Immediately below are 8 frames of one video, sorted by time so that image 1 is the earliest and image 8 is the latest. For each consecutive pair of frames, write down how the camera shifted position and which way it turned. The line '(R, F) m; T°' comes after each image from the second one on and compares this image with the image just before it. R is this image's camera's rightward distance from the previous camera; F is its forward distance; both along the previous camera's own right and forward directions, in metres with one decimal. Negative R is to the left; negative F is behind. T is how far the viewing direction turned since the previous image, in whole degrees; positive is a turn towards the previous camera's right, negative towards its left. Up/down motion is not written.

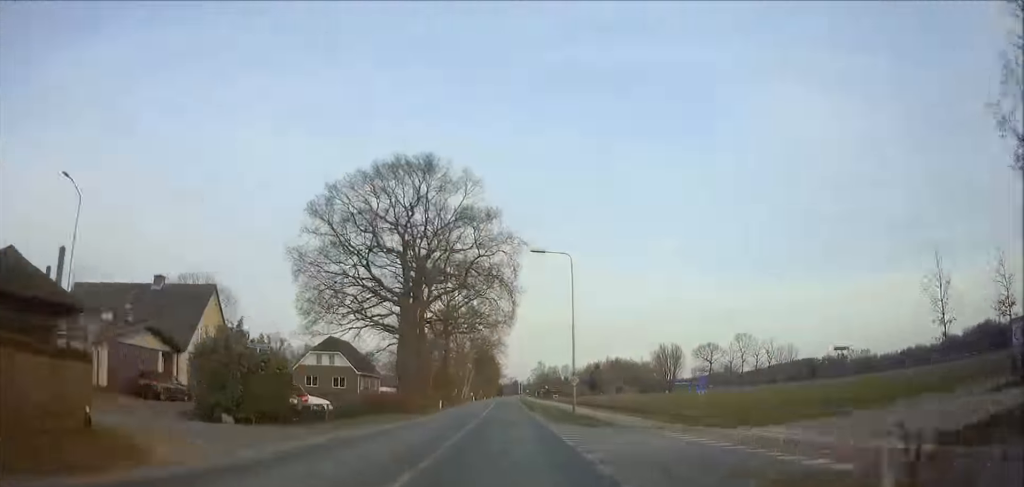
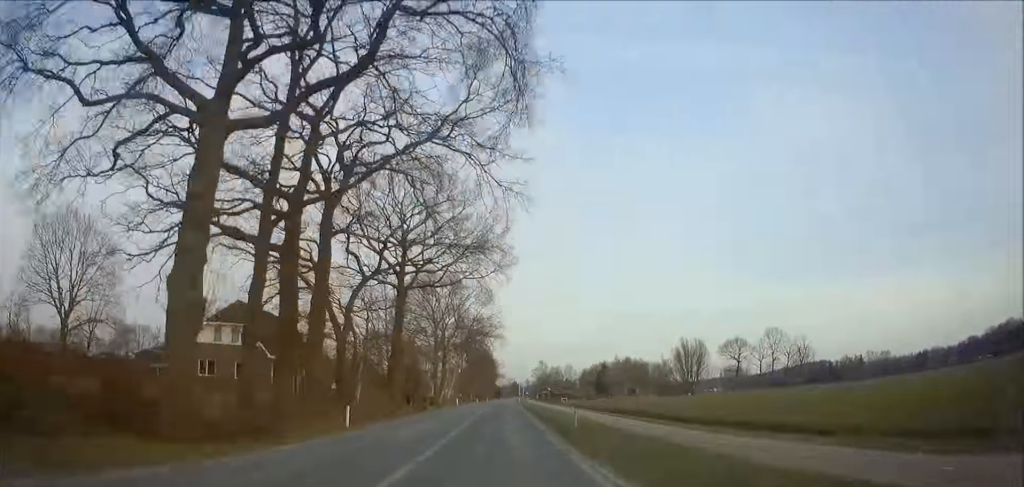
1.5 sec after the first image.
(0.0, +29.6) m; 0°
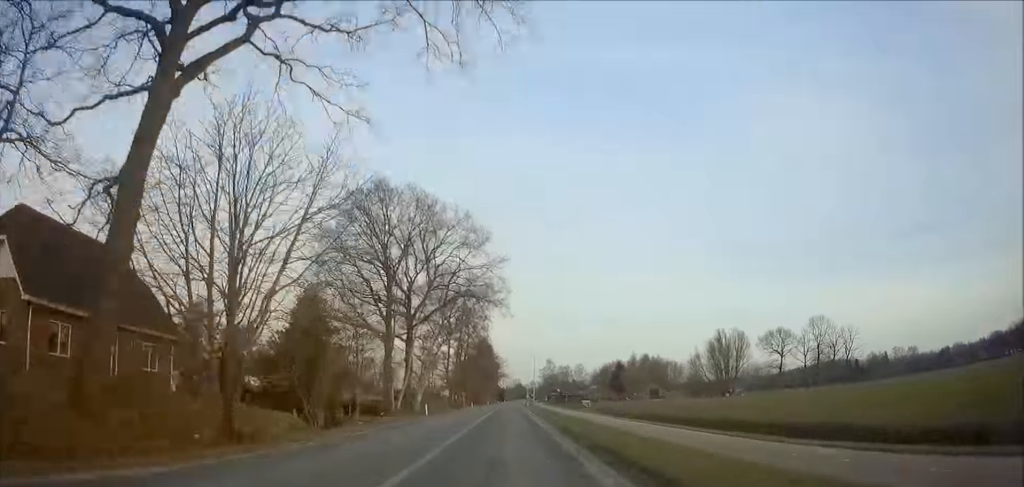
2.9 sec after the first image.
(-0.1, +30.5) m; 0°
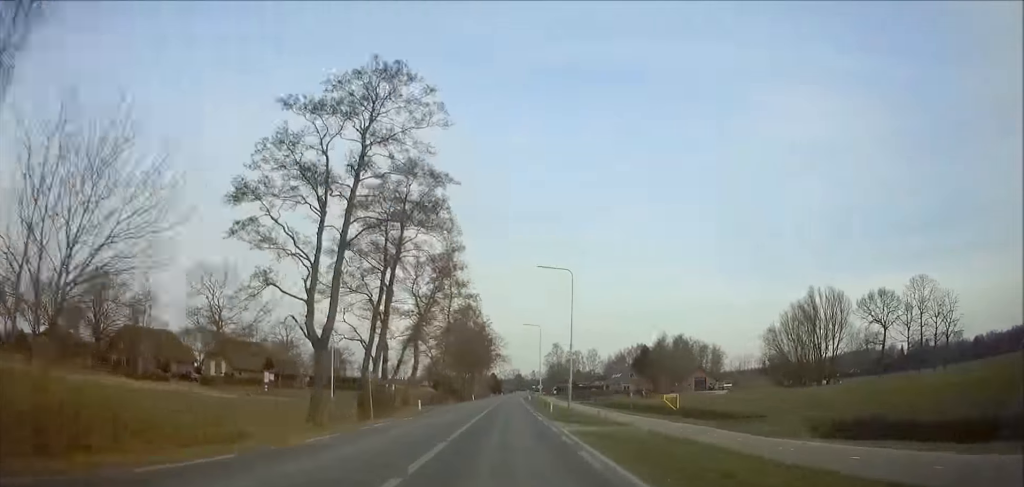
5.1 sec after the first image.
(-0.1, +51.8) m; 0°
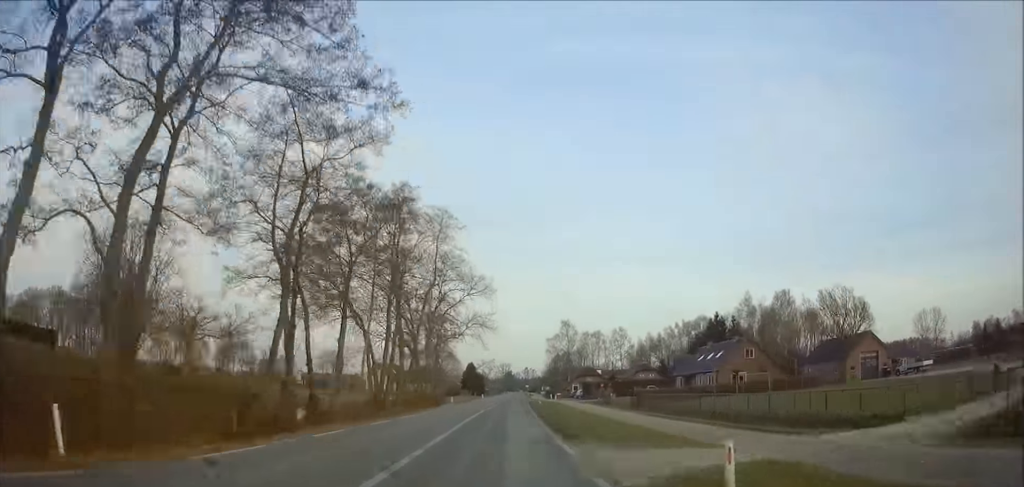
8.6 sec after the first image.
(+0.7, +82.5) m; +1°
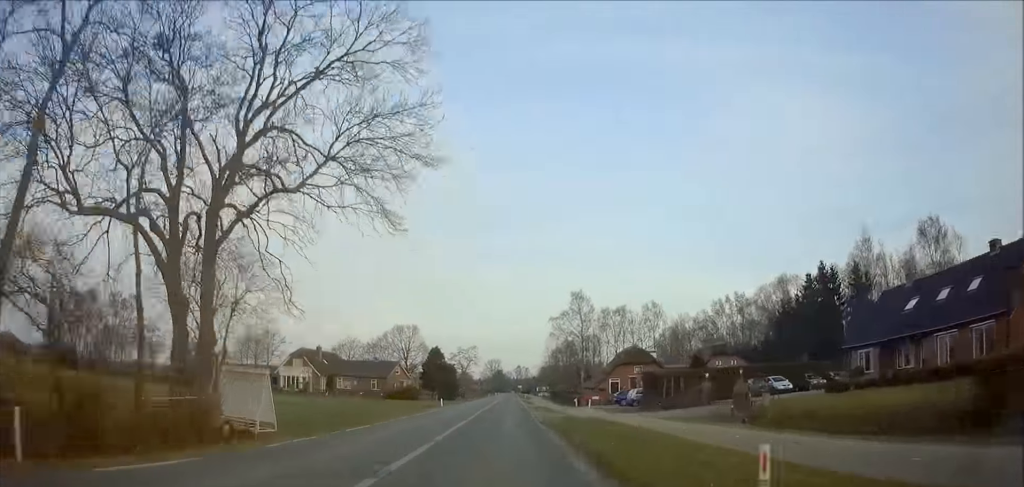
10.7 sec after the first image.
(+0.4, +51.1) m; +1°
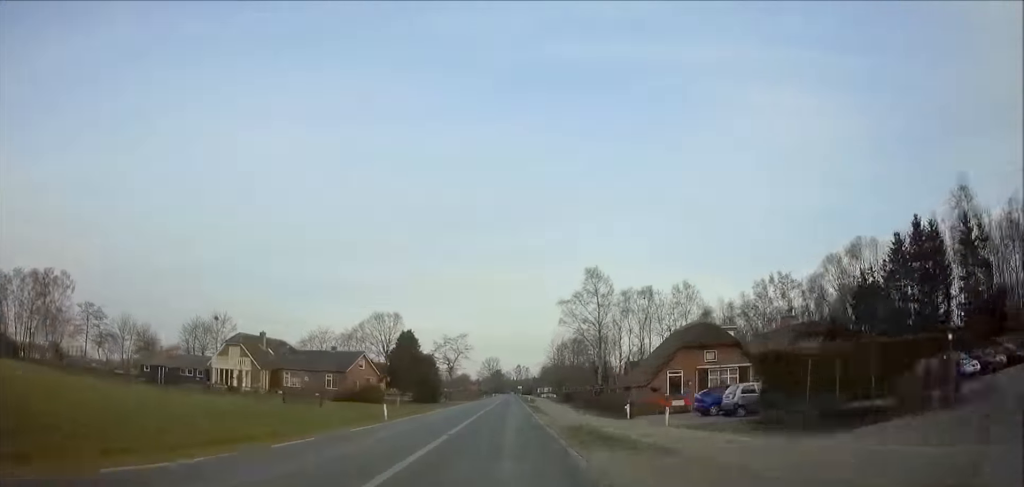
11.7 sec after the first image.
(+0.1, +24.0) m; 0°
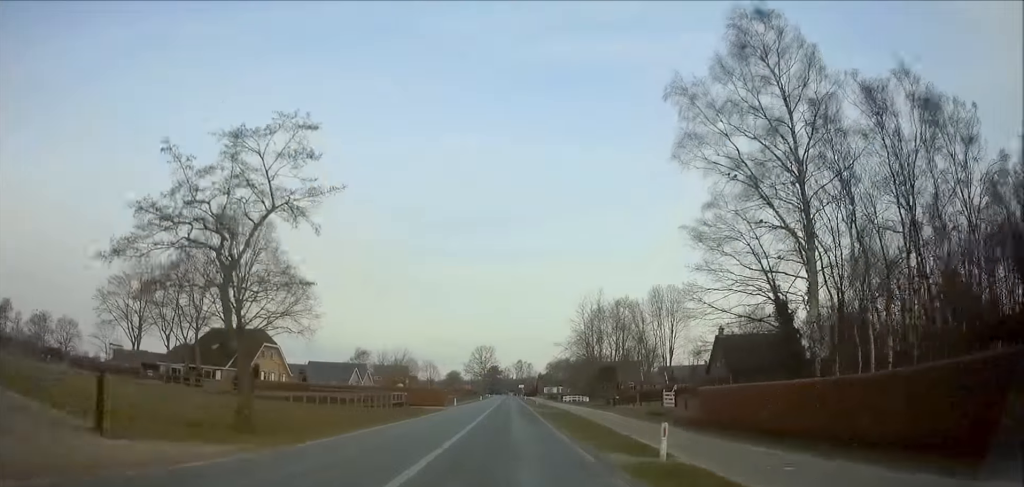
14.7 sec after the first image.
(0.0, +70.1) m; 0°
